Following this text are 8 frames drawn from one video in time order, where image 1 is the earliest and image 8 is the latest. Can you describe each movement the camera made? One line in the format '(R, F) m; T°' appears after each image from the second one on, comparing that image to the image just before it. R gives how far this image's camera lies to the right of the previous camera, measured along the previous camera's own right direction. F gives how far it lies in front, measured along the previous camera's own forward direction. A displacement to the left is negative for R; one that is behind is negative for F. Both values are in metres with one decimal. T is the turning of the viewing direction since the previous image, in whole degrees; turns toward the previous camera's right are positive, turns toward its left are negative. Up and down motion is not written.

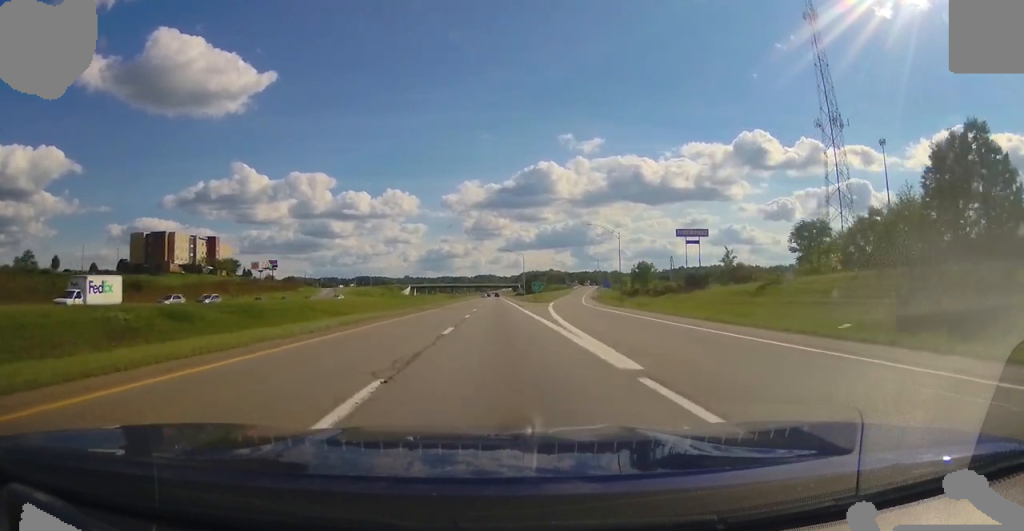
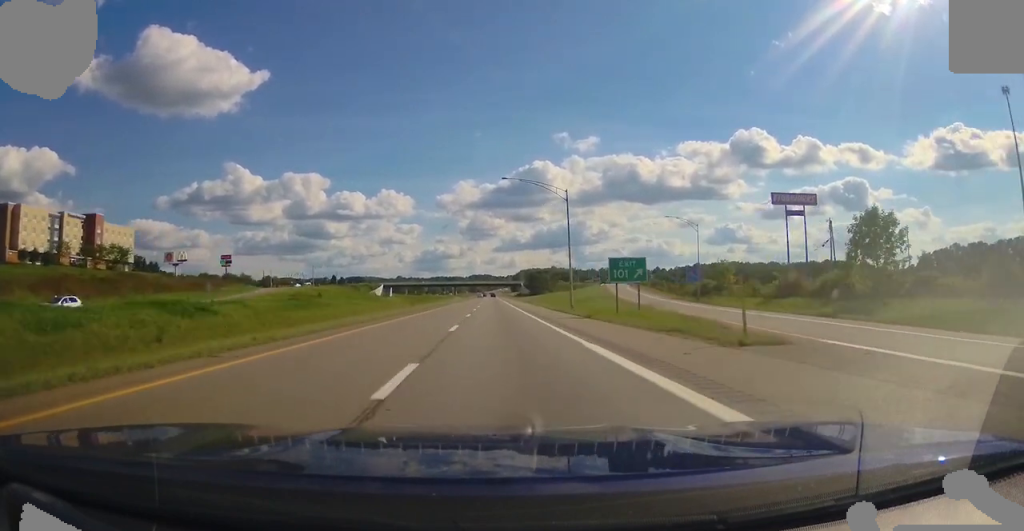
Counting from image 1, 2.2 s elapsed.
(+0.5, +72.6) m; 0°
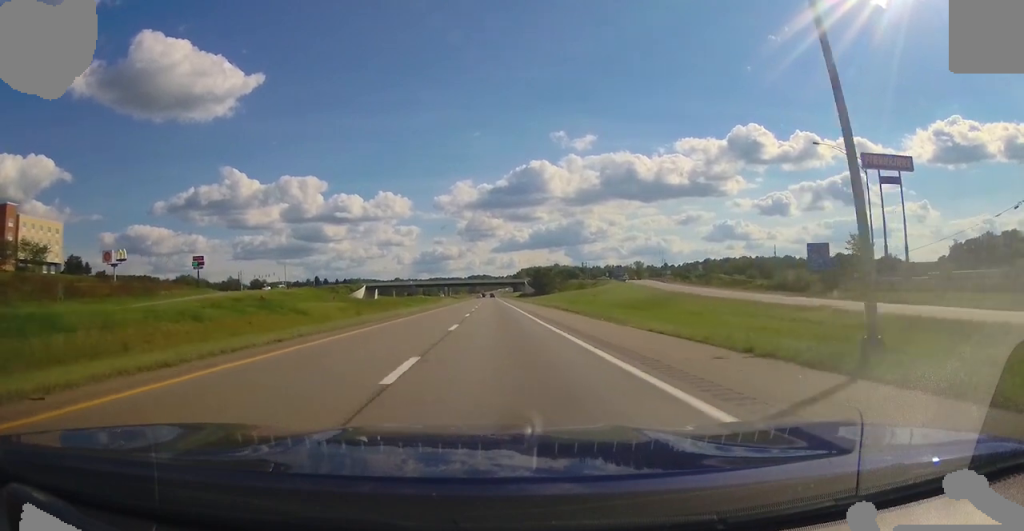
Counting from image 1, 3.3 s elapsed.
(-0.3, +35.7) m; 0°
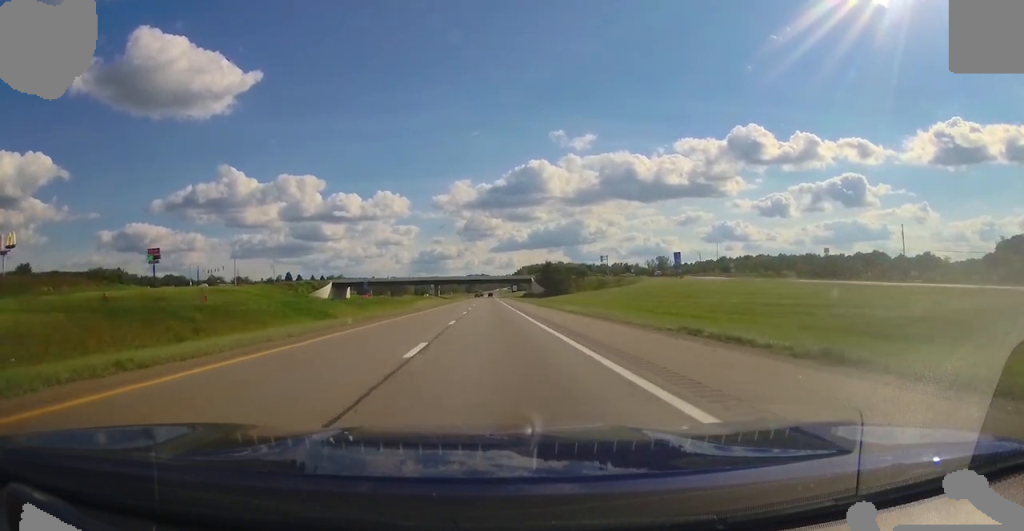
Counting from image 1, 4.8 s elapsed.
(+0.7, +46.6) m; +1°
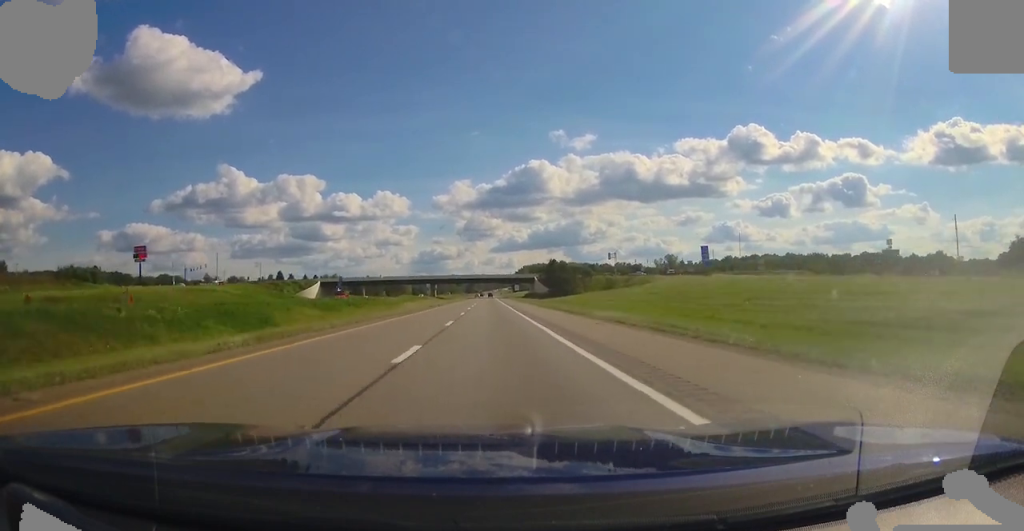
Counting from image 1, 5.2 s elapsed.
(0.0, +13.0) m; 0°
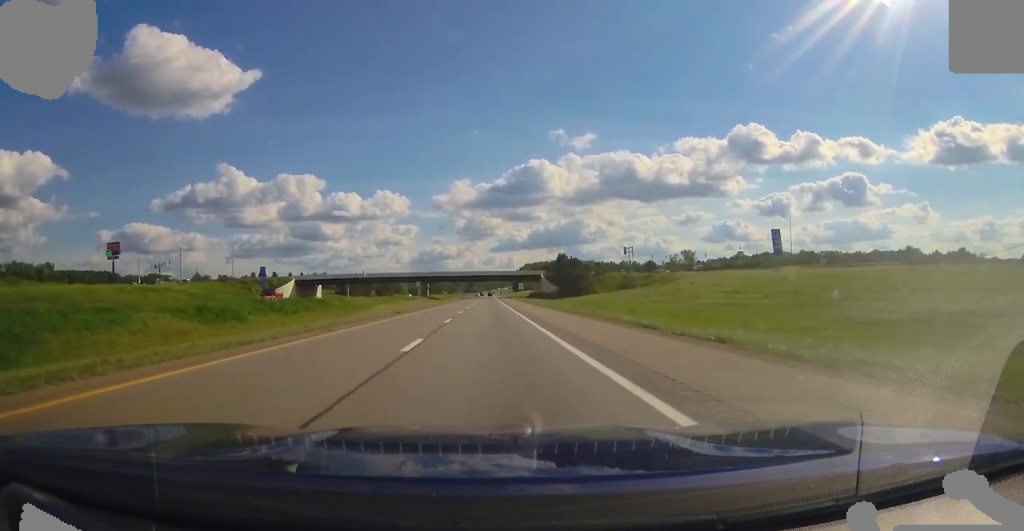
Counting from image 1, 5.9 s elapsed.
(0.0, +22.7) m; 0°
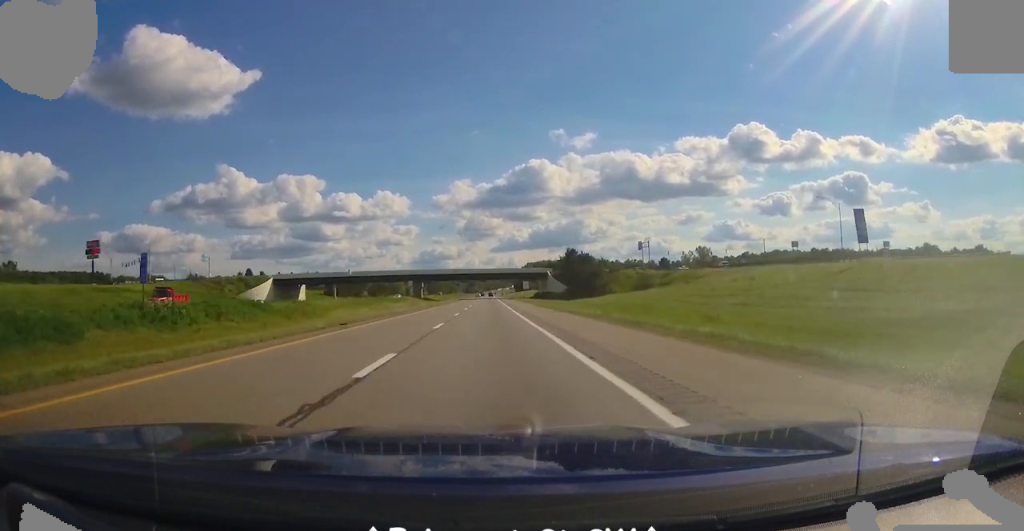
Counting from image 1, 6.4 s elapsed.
(0.0, +16.2) m; 0°
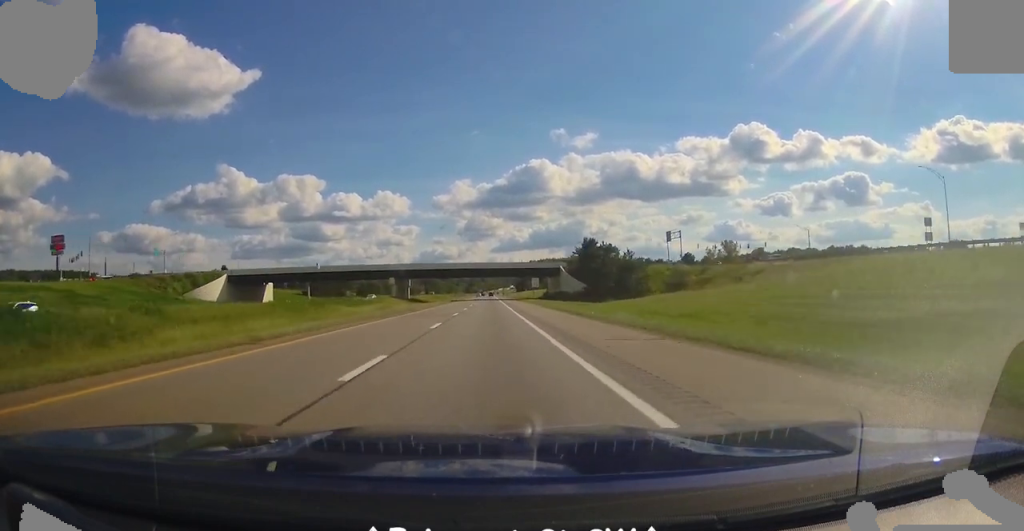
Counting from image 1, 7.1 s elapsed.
(-0.1, +24.9) m; 0°
